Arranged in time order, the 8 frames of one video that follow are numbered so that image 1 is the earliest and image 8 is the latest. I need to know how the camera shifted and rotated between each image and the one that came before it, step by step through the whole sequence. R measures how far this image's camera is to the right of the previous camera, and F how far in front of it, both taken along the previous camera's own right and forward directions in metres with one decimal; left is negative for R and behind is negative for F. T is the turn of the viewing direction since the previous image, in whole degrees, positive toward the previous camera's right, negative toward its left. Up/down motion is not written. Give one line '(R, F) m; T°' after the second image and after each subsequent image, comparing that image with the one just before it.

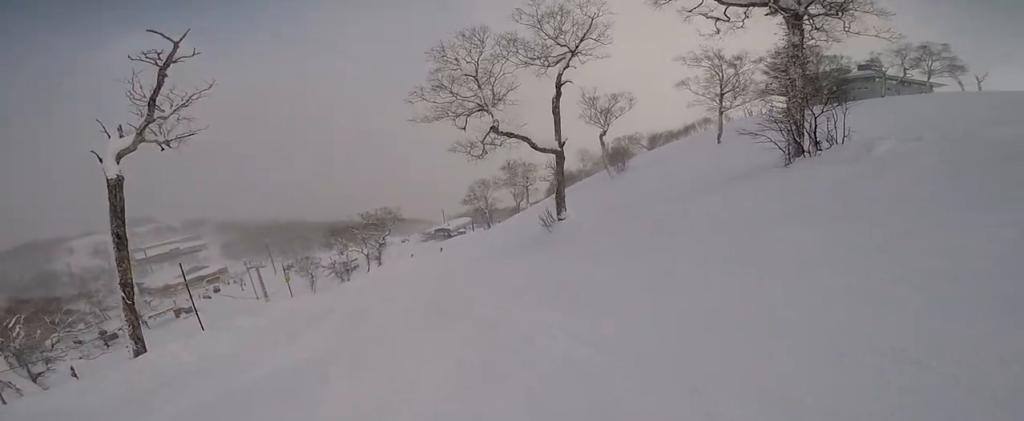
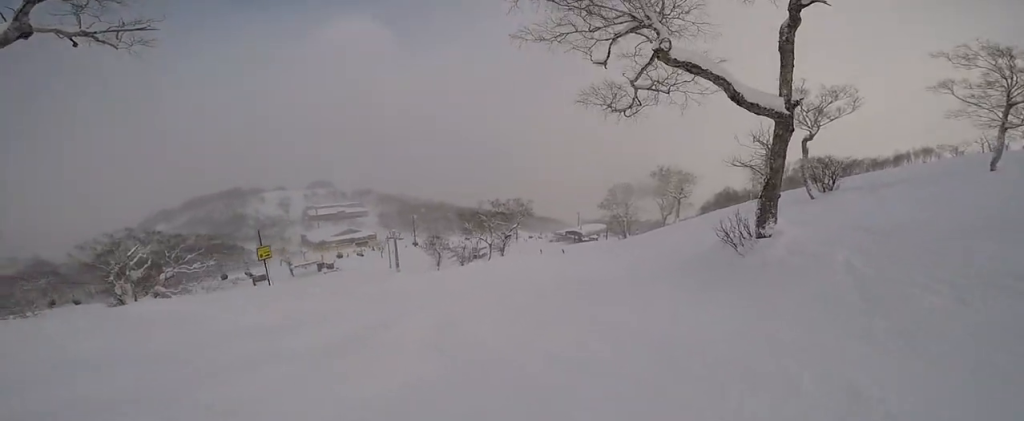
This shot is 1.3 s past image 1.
(-0.7, +7.7) m; -12°
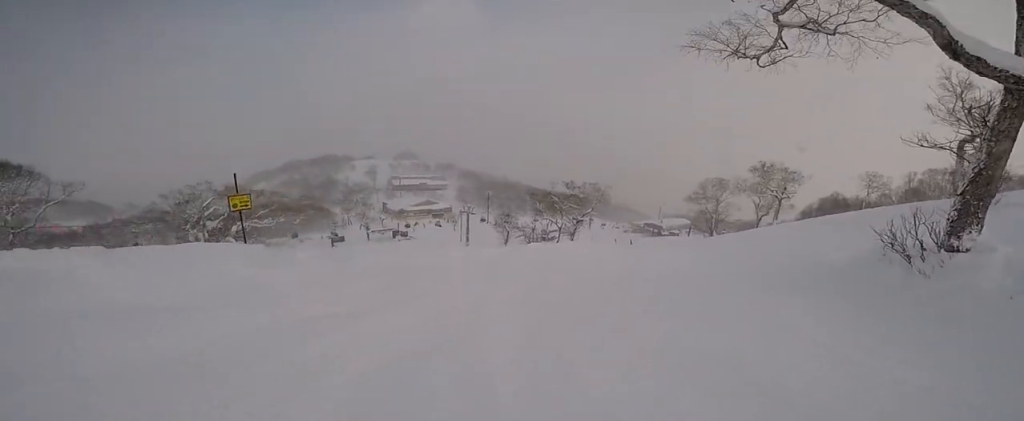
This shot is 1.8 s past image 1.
(-0.3, +3.0) m; +6°
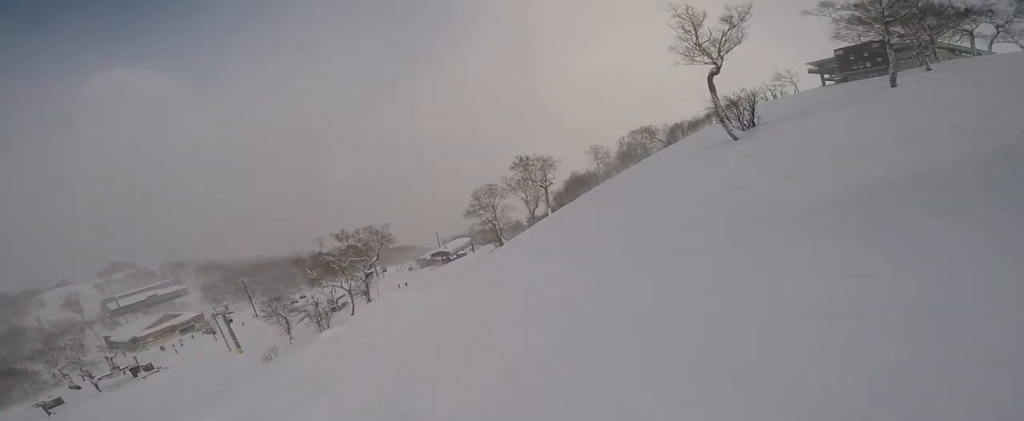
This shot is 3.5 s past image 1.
(+2.1, +9.3) m; +18°
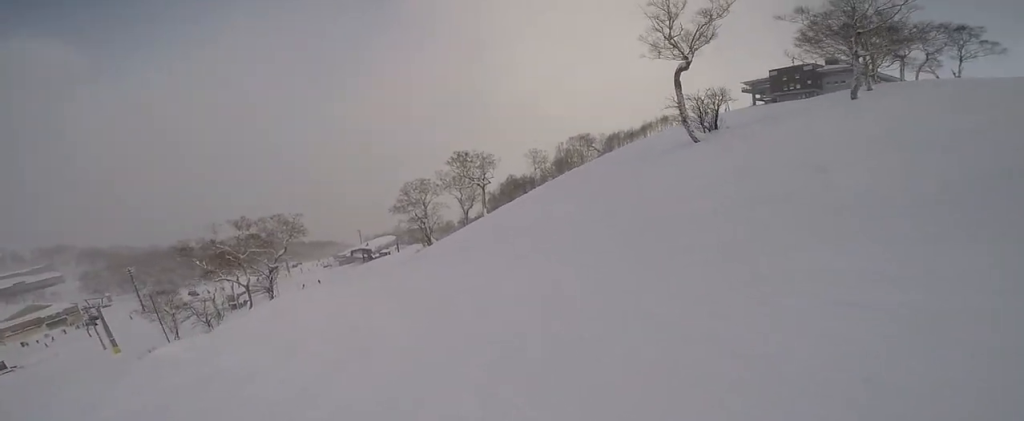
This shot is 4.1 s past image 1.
(+0.1, +3.7) m; -8°
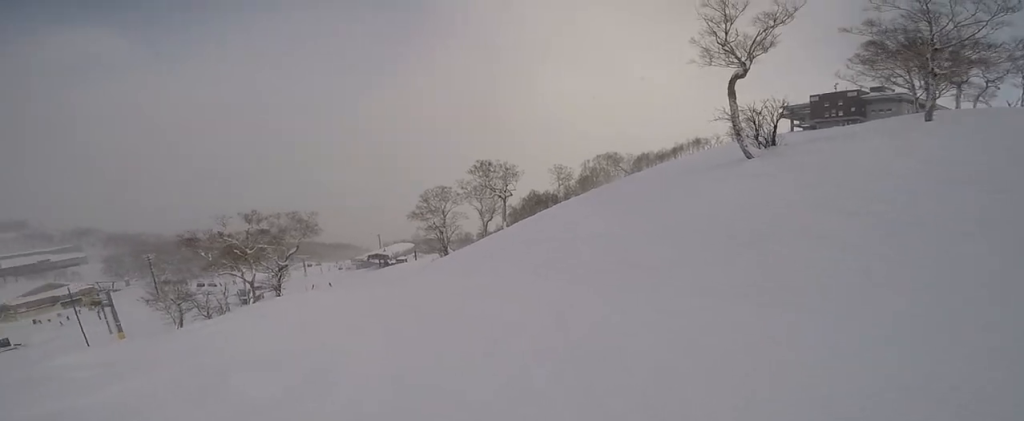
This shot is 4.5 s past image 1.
(-0.2, +2.6) m; -6°
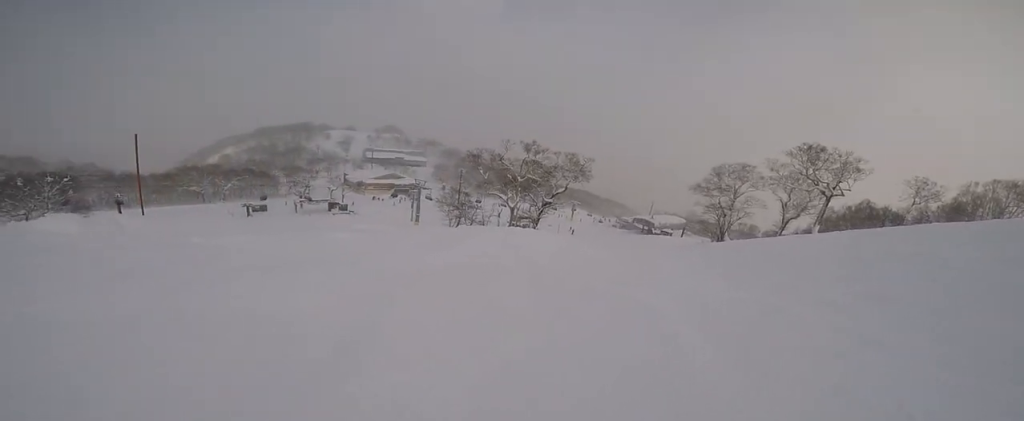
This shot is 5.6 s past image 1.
(-1.0, +6.2) m; -7°
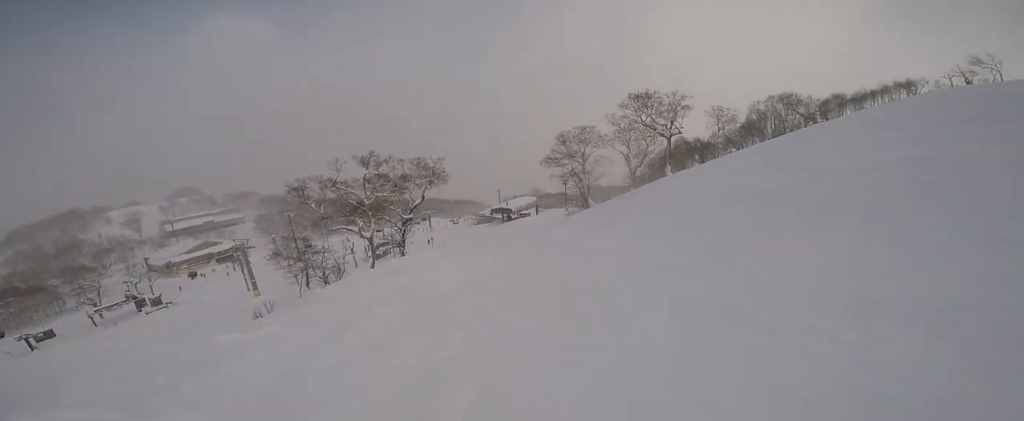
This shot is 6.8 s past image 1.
(+0.6, +6.5) m; +16°
